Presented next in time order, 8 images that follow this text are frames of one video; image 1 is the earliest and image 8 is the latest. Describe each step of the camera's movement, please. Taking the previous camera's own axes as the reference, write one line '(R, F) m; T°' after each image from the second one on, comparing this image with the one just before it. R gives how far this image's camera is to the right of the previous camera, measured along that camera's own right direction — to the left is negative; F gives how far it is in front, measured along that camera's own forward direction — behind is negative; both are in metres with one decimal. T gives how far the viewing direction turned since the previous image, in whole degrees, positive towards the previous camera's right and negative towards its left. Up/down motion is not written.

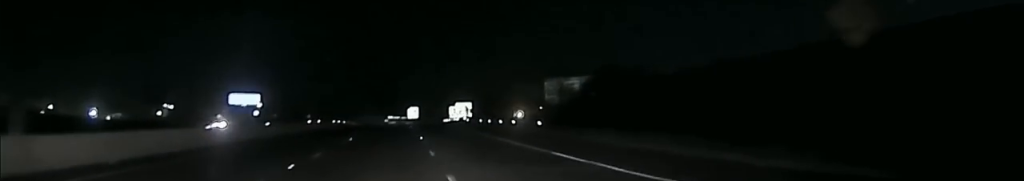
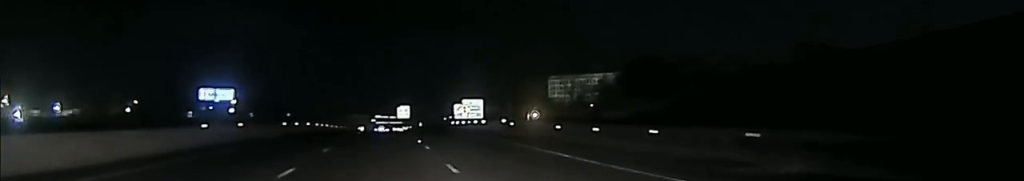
(0.0, +43.2) m; 0°
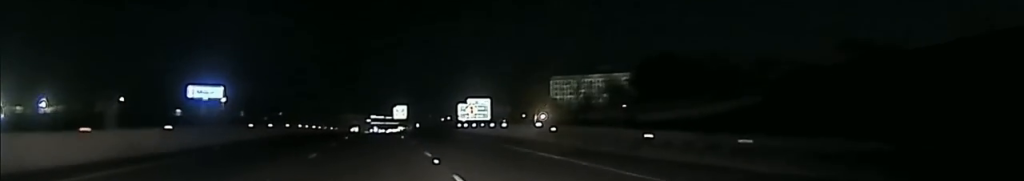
(-0.2, +13.5) m; +1°
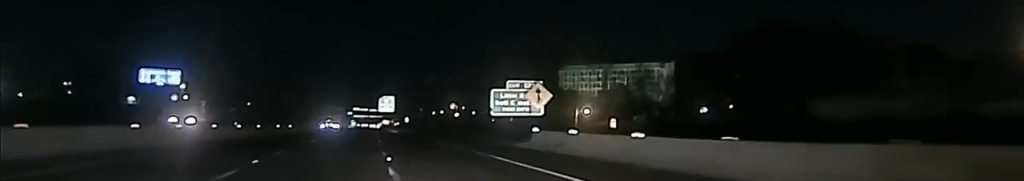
(+1.2, +50.2) m; +1°
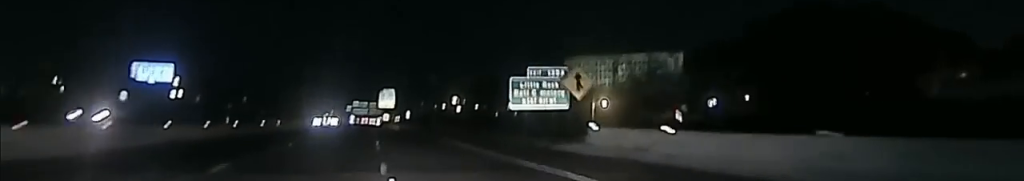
(0.0, +13.7) m; 0°
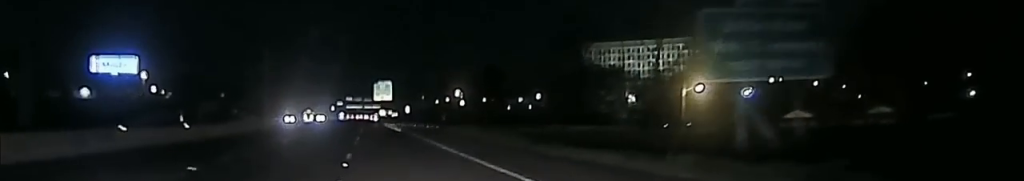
(-0.6, +44.0) m; 0°
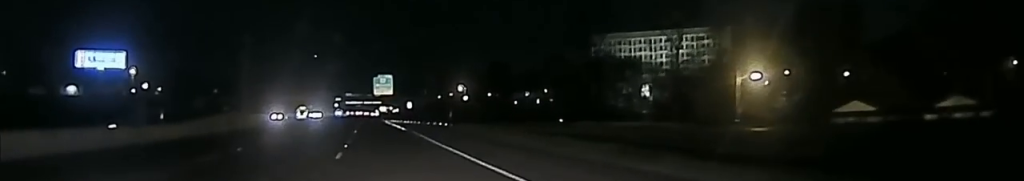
(+0.1, +13.6) m; 0°
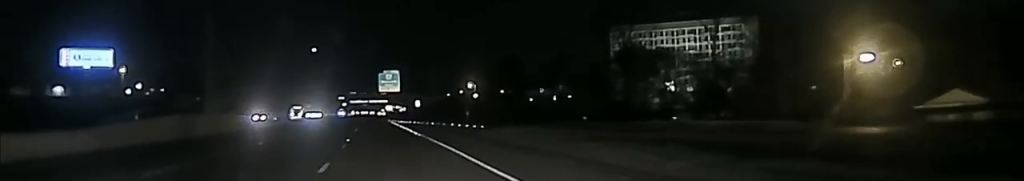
(+0.5, +18.9) m; 0°
